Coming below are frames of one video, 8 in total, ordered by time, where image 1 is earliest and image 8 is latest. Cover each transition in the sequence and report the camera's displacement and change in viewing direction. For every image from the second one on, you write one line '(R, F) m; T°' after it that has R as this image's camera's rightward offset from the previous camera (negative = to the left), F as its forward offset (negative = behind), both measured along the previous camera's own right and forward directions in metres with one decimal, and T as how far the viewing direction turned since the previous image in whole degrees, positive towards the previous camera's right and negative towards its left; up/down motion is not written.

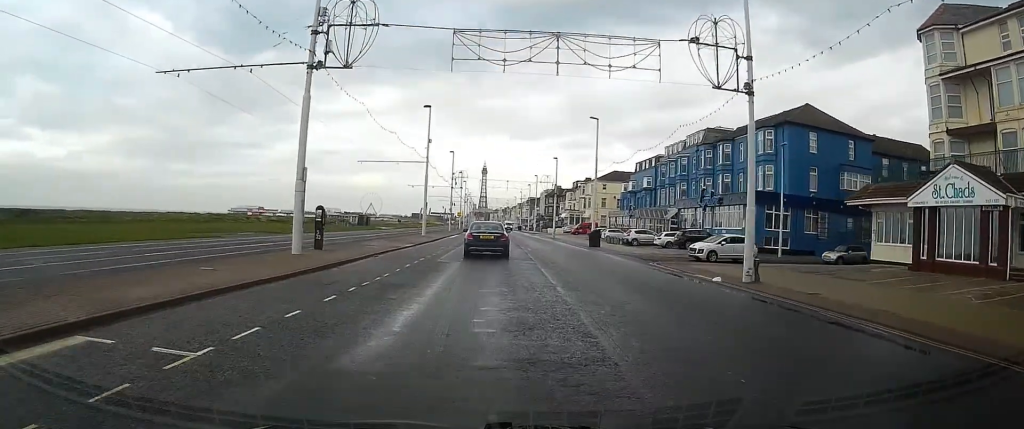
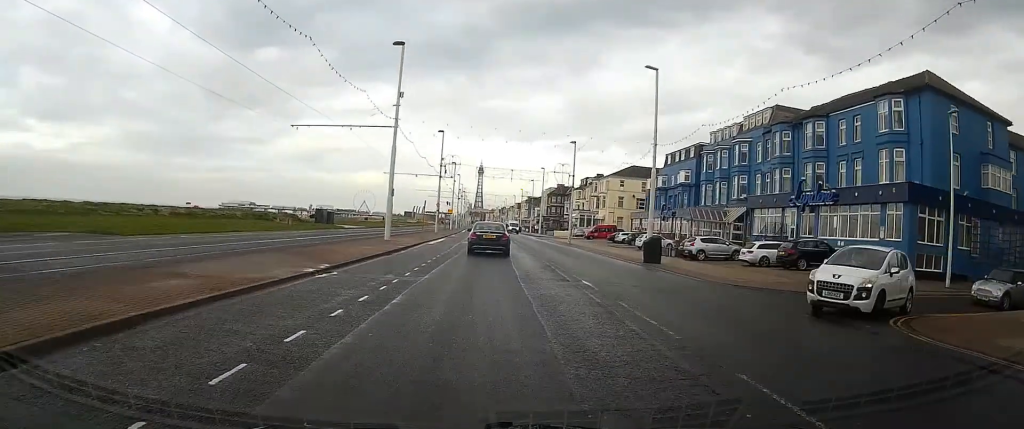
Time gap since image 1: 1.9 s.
(+0.1, +19.9) m; +1°
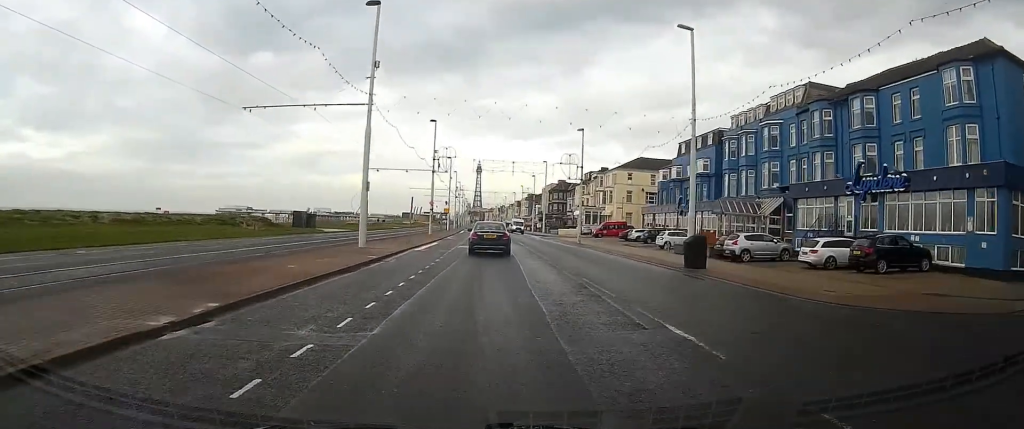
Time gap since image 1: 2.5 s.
(0.0, +7.5) m; +1°
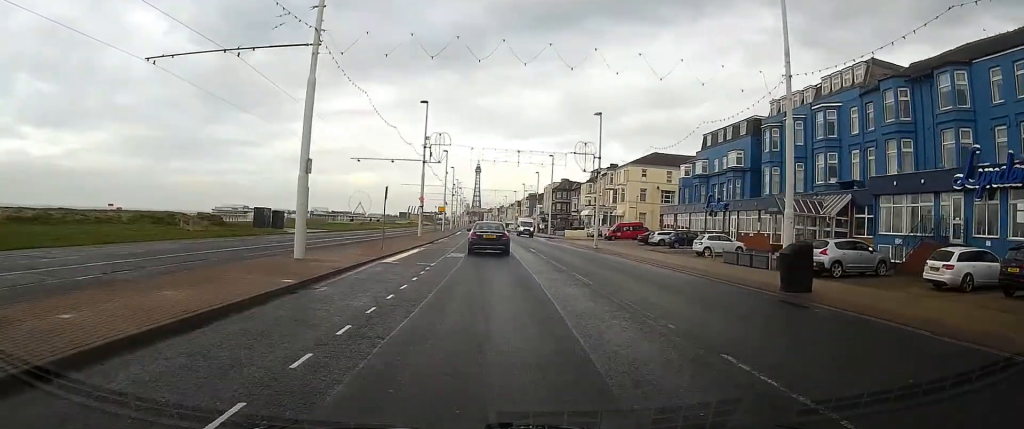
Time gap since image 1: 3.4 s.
(+0.1, +9.9) m; +2°
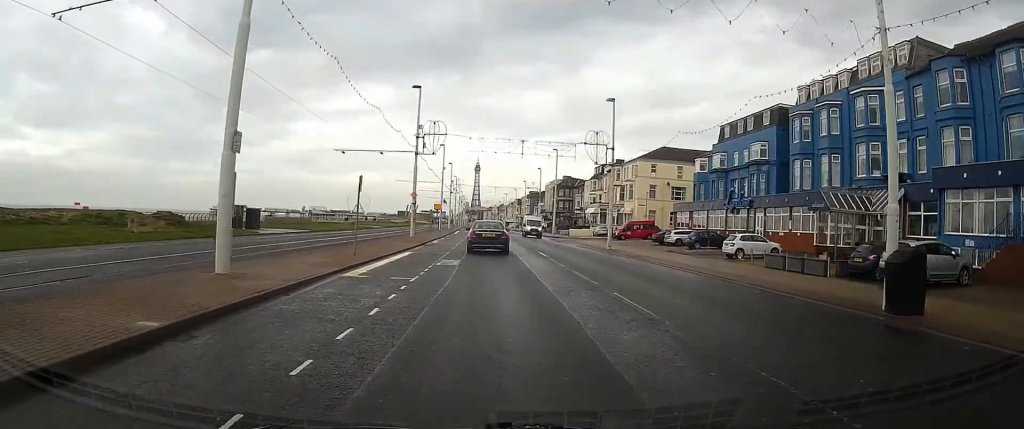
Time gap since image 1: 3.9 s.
(0.0, +5.8) m; +1°
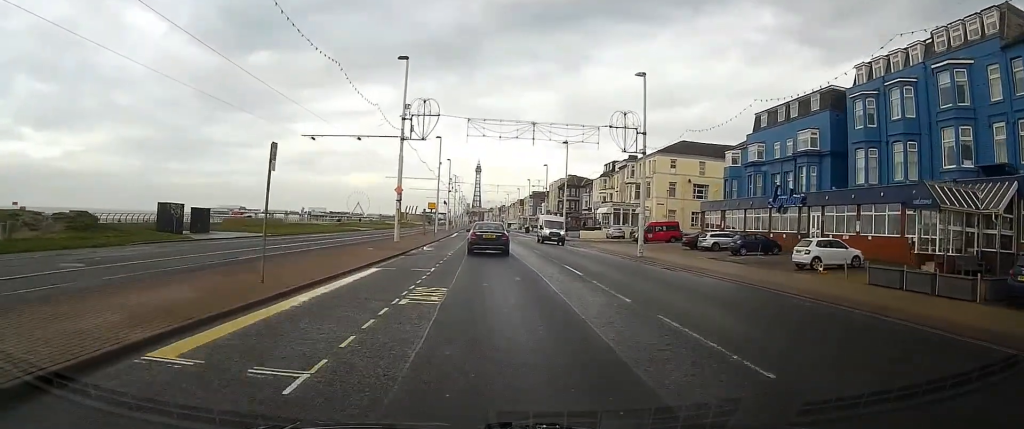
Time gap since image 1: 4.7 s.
(+0.2, +9.2) m; 0°
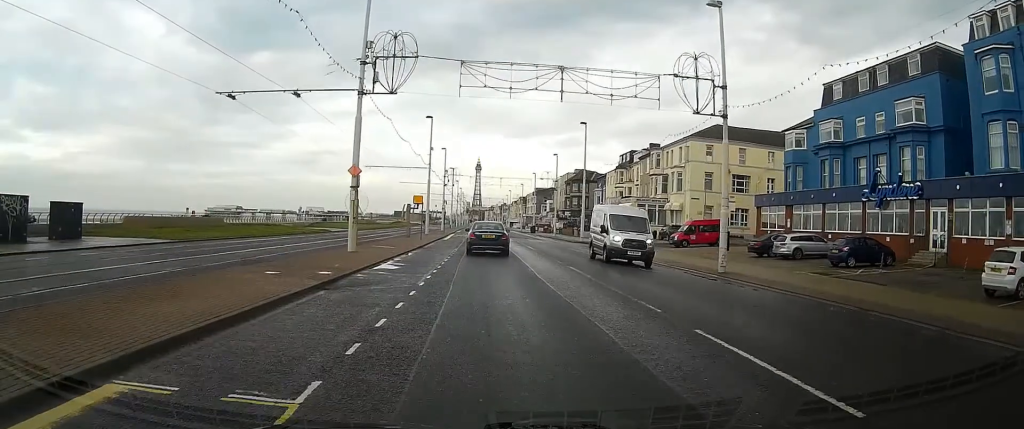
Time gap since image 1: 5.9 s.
(-0.1, +13.4) m; -1°
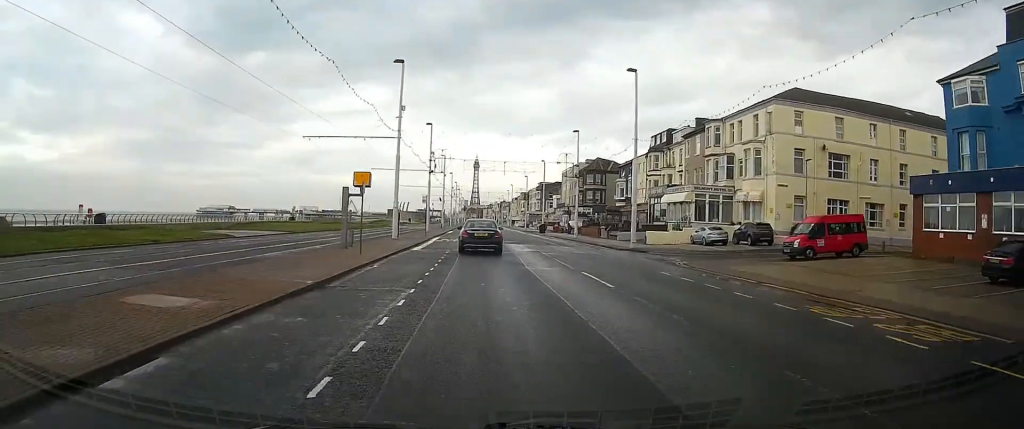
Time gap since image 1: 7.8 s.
(-0.3, +21.0) m; -2°
